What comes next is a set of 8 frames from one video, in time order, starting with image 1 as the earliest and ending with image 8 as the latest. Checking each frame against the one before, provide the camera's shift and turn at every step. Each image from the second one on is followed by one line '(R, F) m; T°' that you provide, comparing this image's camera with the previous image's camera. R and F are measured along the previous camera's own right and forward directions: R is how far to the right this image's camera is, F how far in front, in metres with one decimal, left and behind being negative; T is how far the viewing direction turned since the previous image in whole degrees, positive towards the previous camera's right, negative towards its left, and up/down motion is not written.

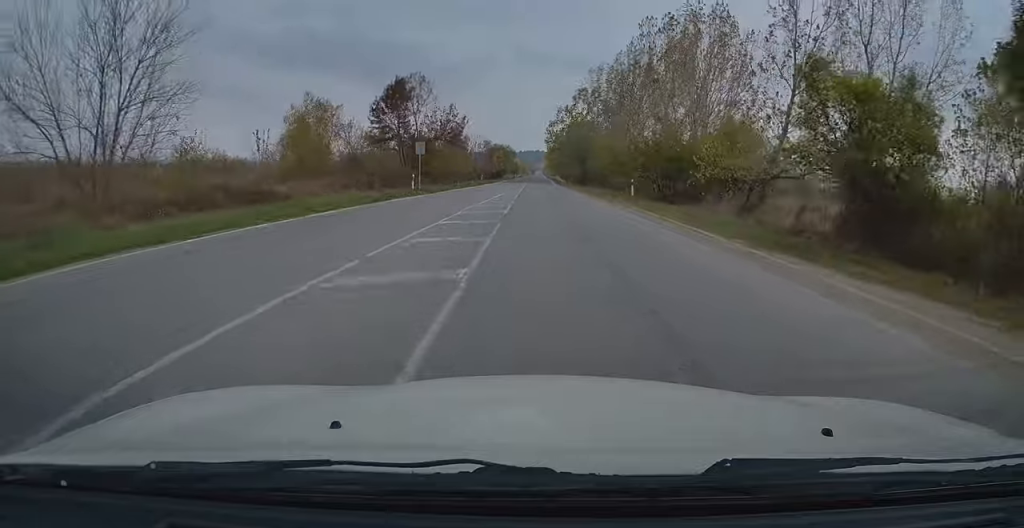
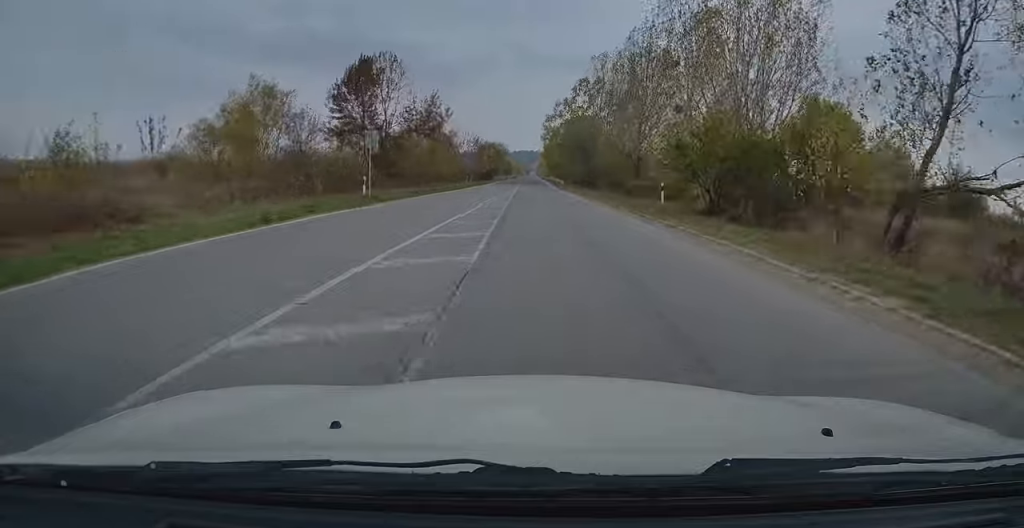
(0.0, +10.5) m; 0°
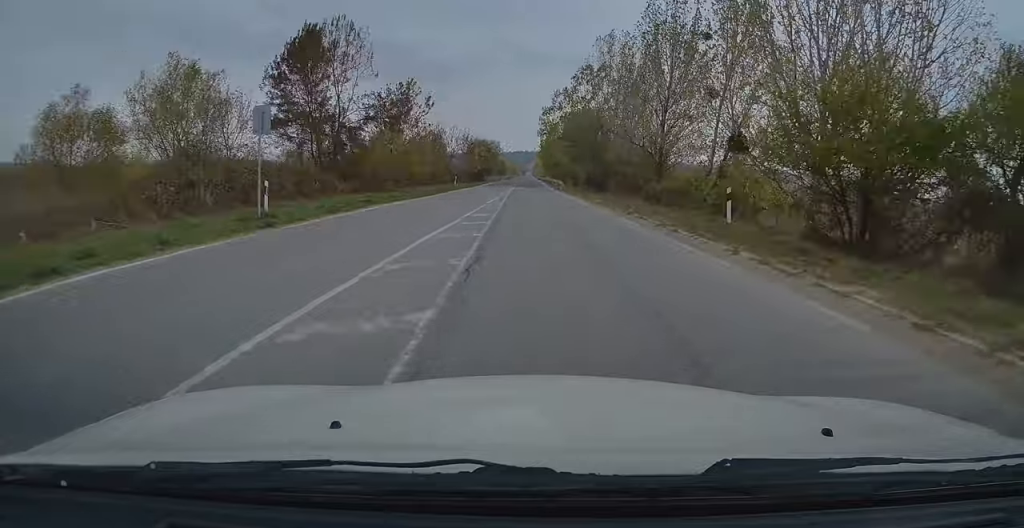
(+0.1, +10.8) m; 0°
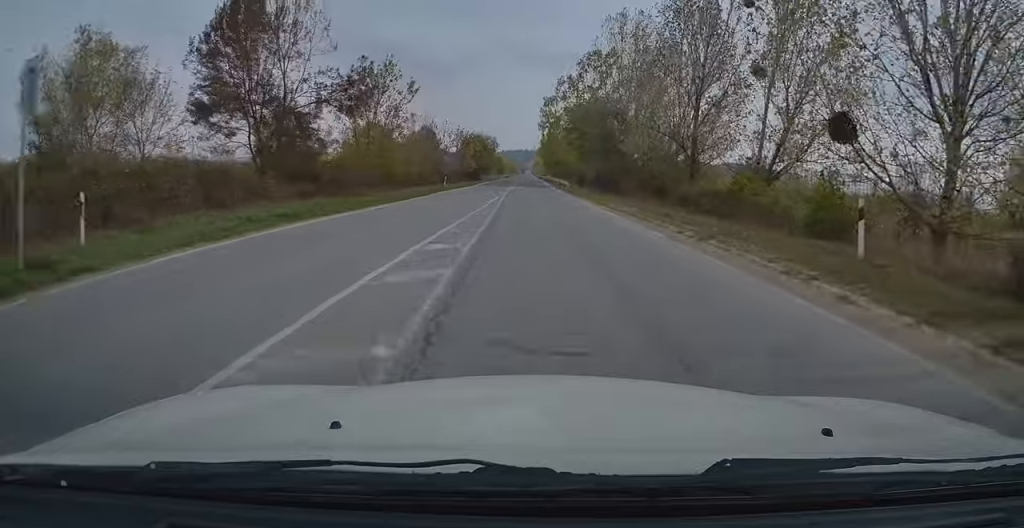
(0.0, +8.3) m; 0°
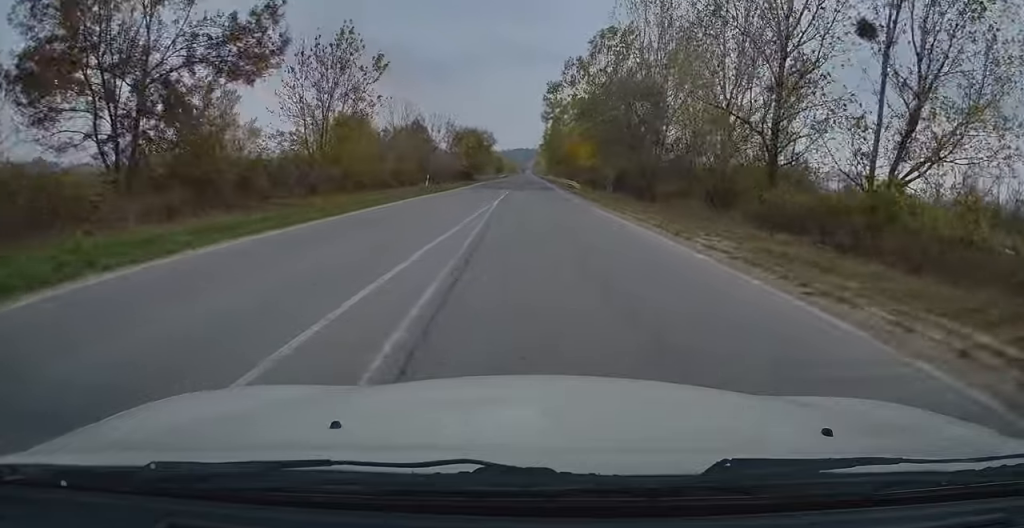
(0.0, +11.1) m; 0°
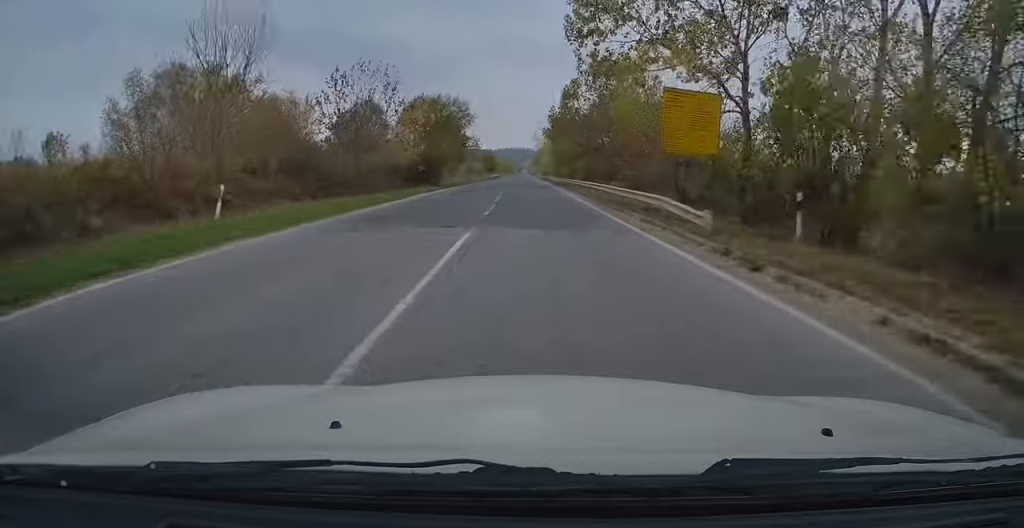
(-0.2, +33.8) m; 0°
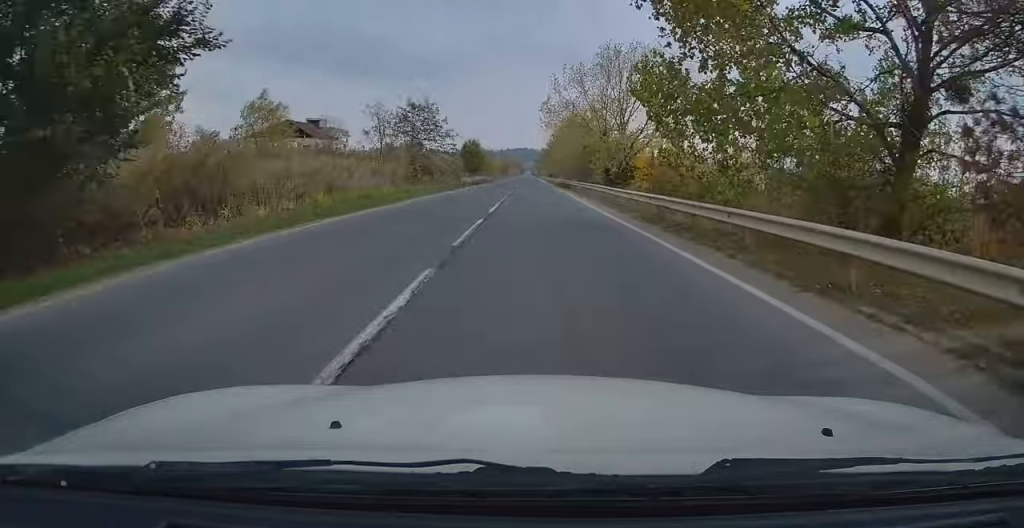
(+0.1, +51.7) m; 0°
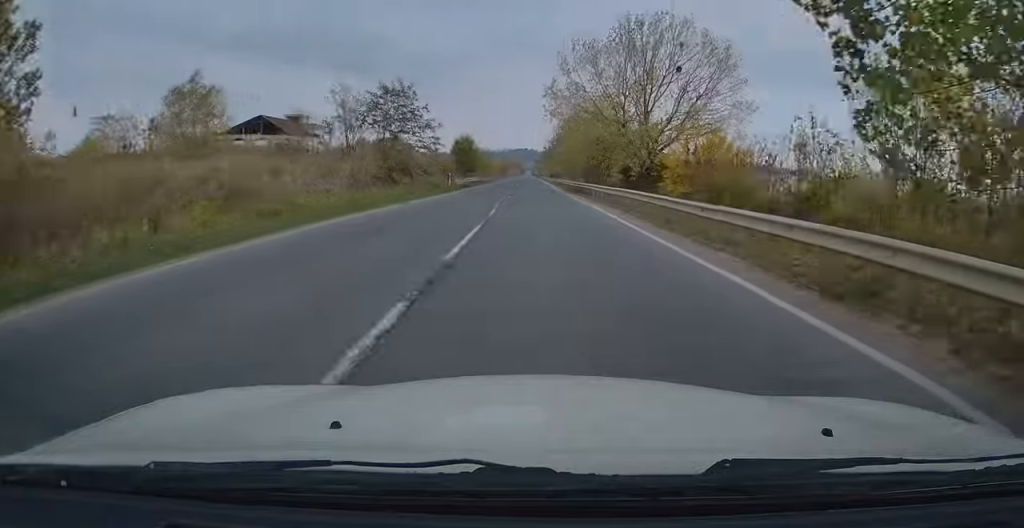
(0.0, +11.0) m; 0°
